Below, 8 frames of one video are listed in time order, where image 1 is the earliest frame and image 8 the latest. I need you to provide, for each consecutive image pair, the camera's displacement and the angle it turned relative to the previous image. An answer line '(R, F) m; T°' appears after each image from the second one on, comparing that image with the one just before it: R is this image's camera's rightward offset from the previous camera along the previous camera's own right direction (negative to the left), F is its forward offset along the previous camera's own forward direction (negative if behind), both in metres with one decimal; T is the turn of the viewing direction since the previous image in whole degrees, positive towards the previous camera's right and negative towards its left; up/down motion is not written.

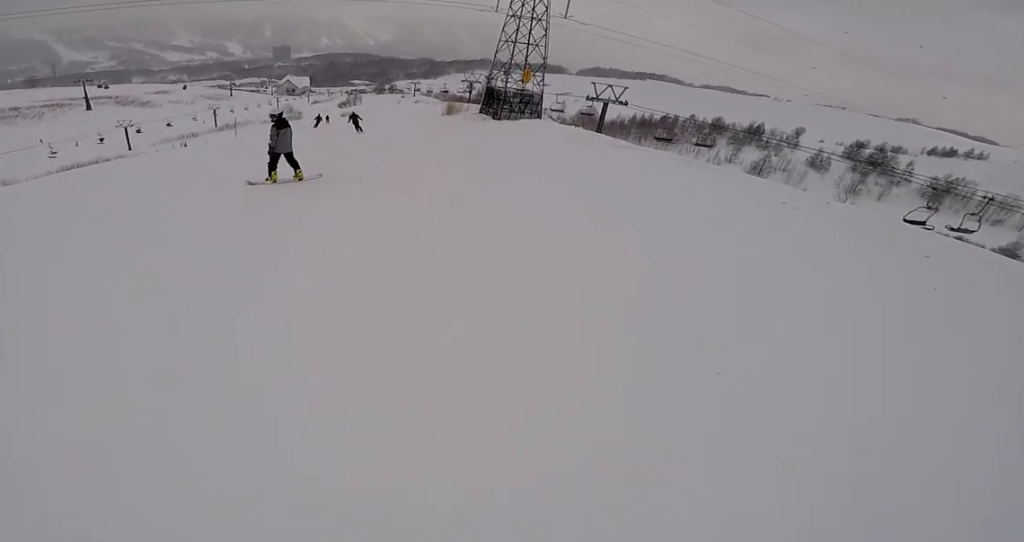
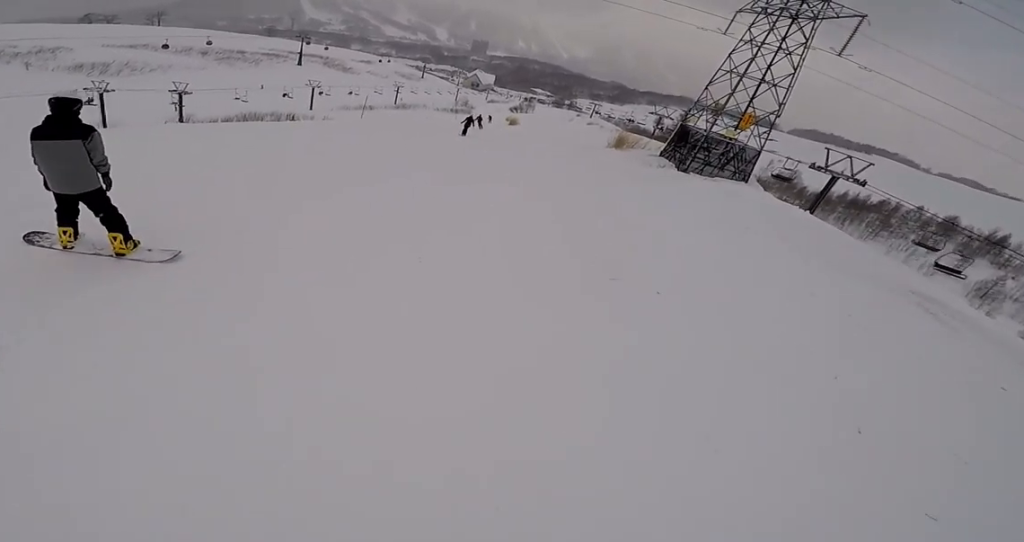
(-0.4, +8.4) m; -12°
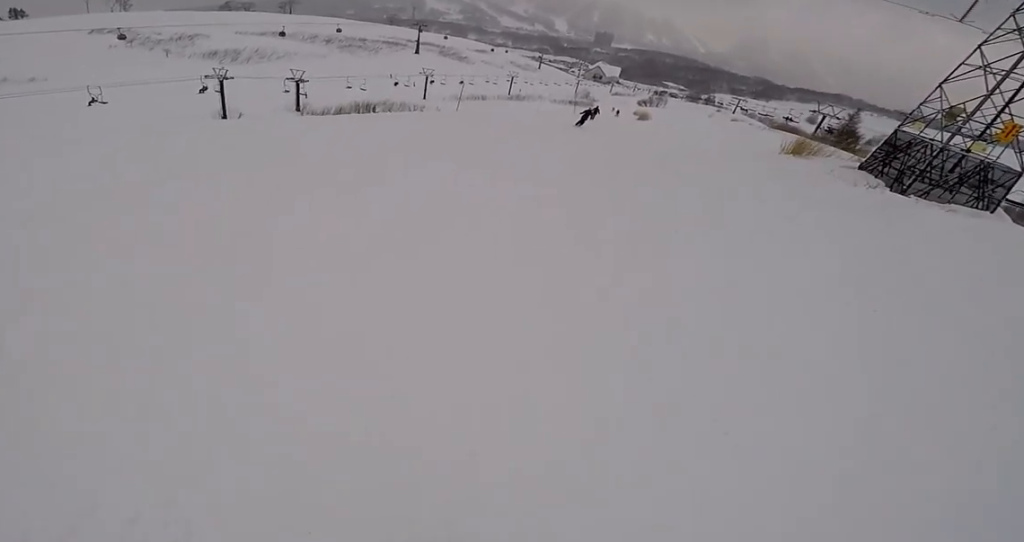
(-0.8, +5.5) m; -8°
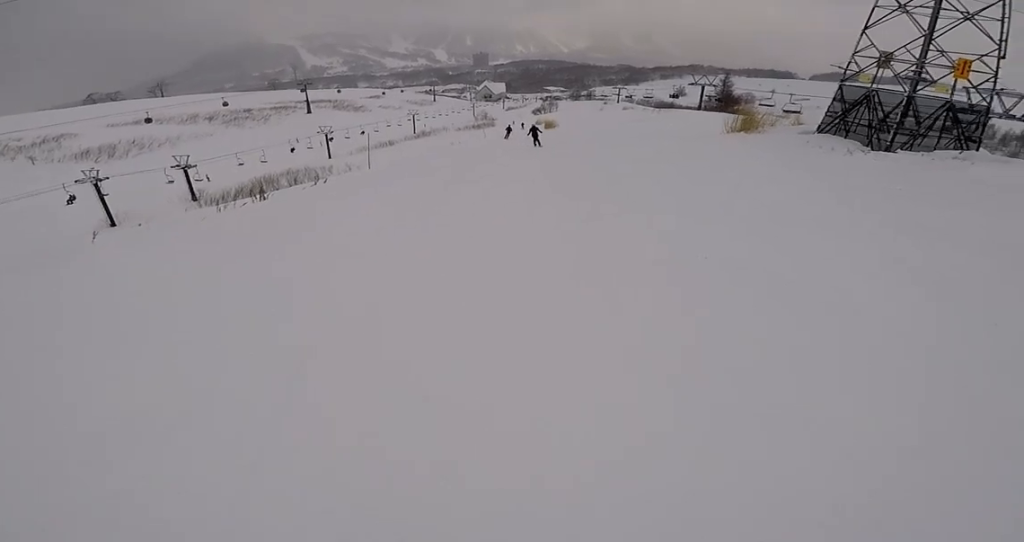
(0.0, +4.9) m; +1°
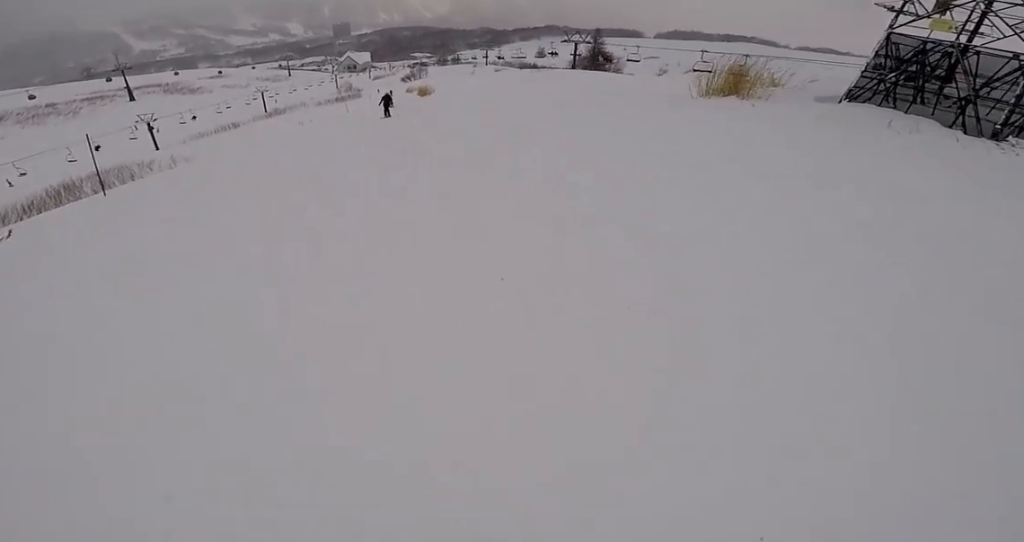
(+0.3, +9.3) m; +11°
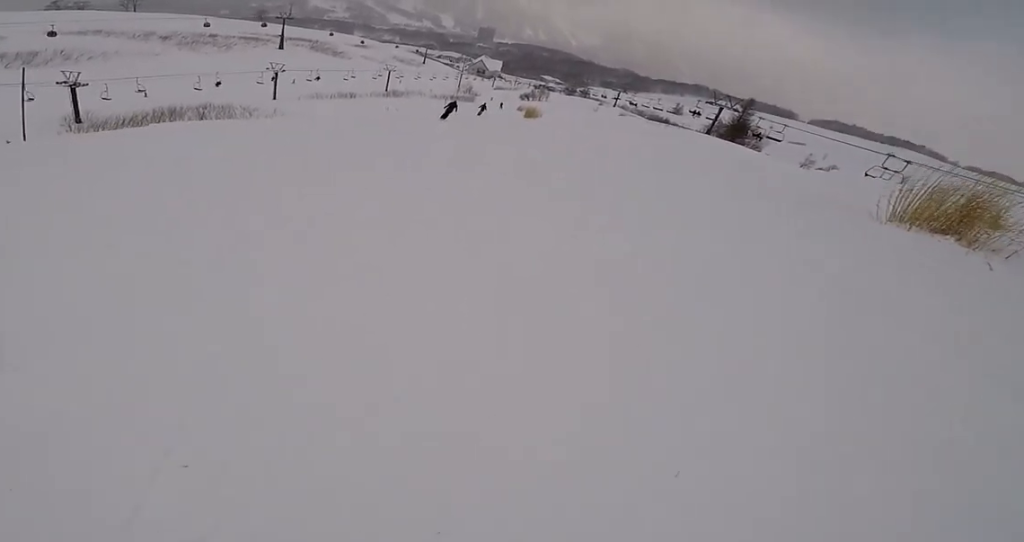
(+0.7, +5.0) m; 0°
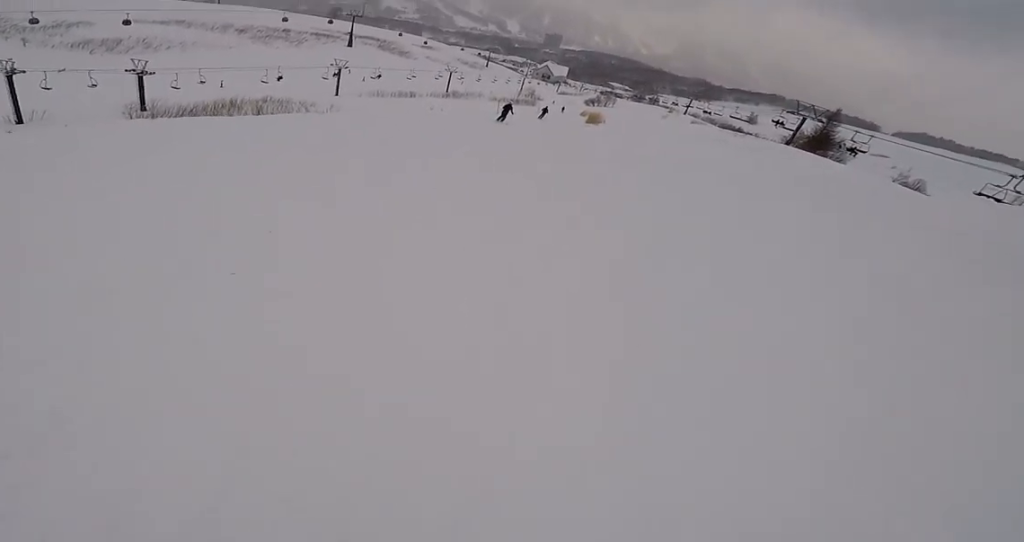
(0.0, +3.6) m; -3°
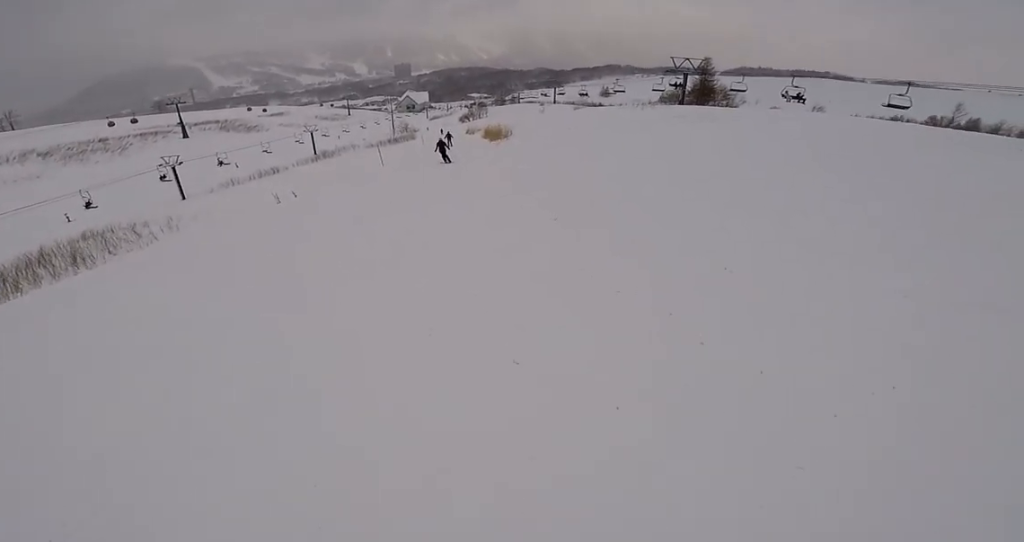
(-1.6, +11.4) m; -9°
